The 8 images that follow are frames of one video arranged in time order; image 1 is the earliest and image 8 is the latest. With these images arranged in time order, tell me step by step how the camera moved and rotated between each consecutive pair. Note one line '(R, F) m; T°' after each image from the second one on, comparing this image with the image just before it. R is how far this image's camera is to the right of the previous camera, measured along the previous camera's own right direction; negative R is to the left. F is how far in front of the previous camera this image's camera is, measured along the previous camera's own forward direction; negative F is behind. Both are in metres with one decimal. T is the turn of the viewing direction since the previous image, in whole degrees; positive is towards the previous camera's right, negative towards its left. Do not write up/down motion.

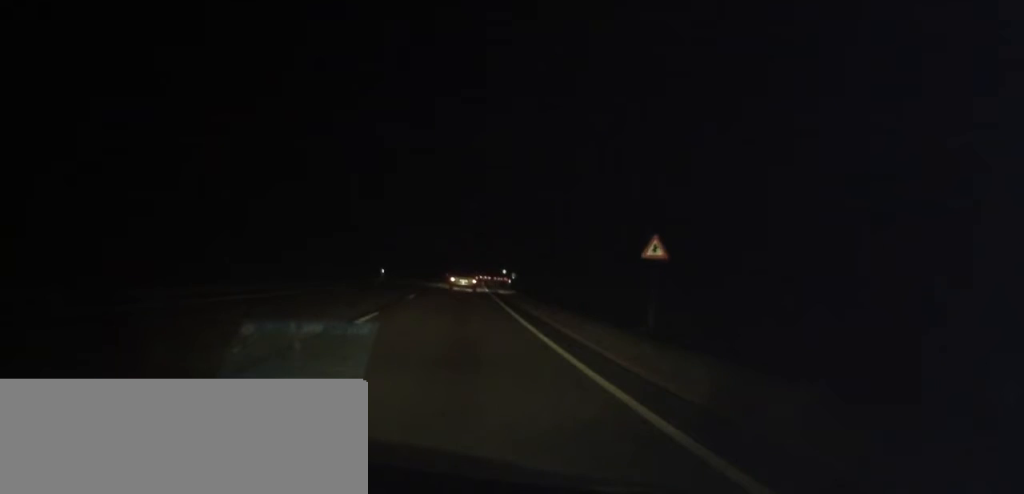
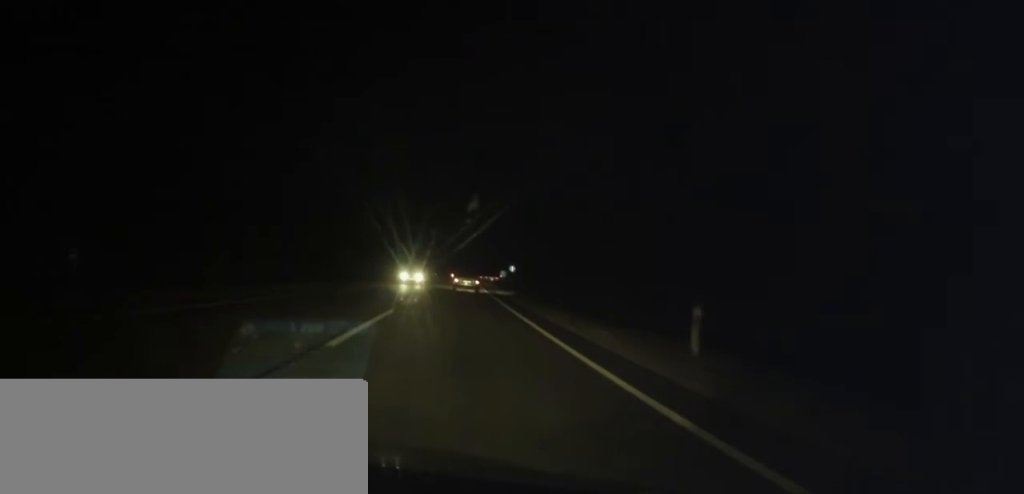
(+0.4, +50.7) m; +1°
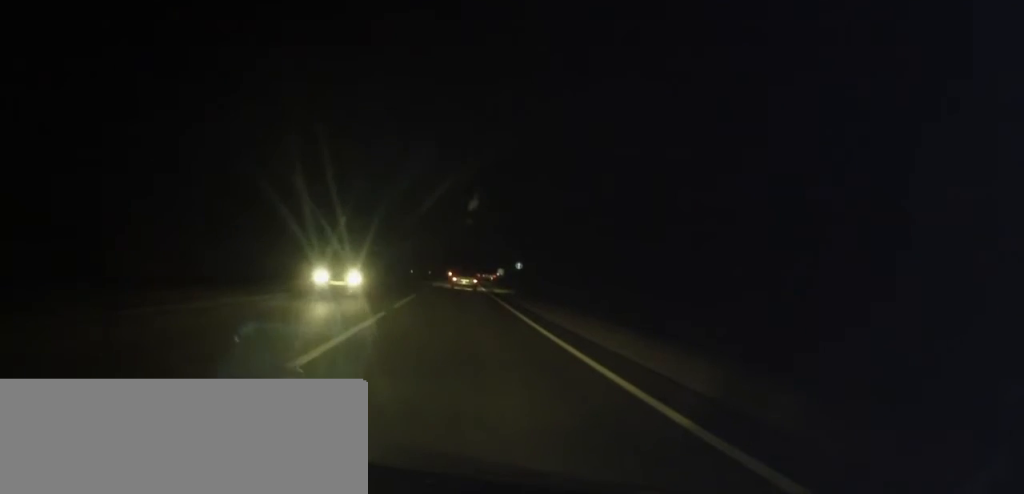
(+0.1, +13.4) m; +1°
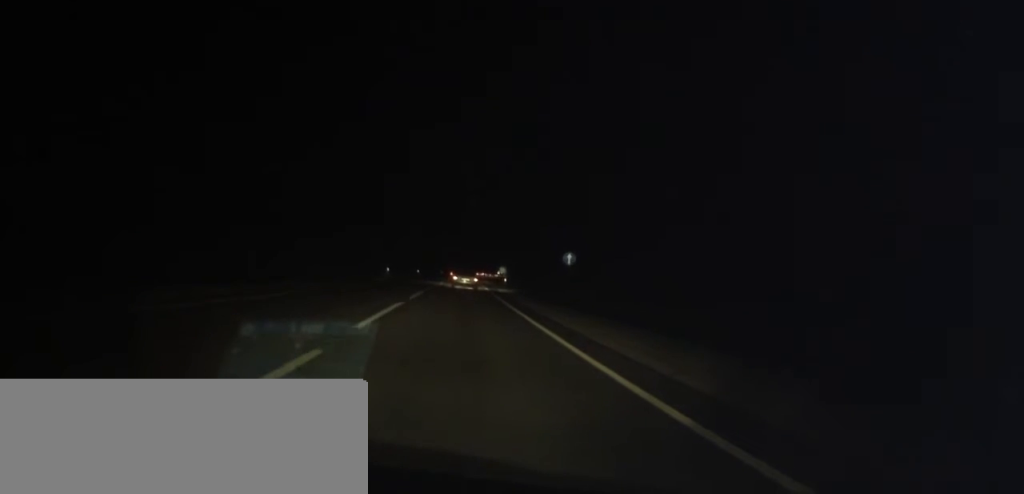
(+0.2, +31.2) m; +1°
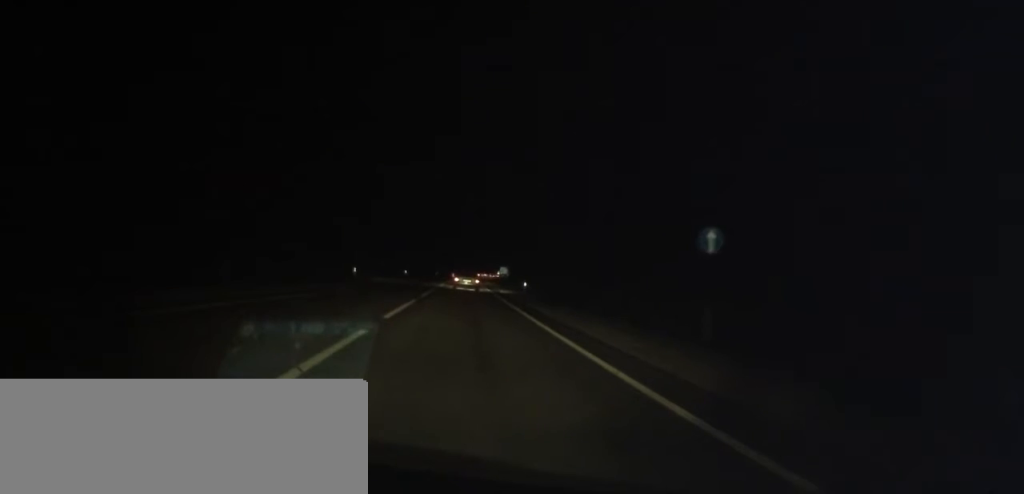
(+0.3, +21.3) m; 0°
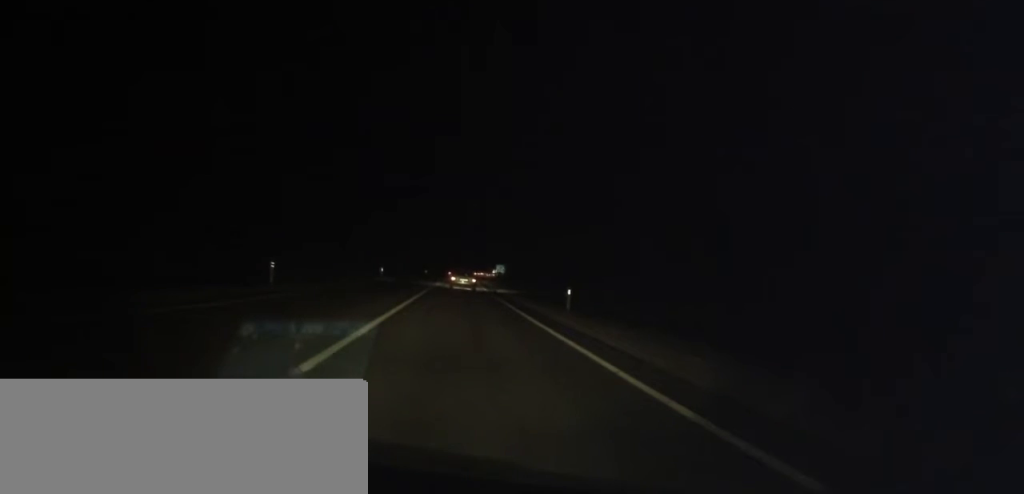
(-0.3, +20.5) m; 0°
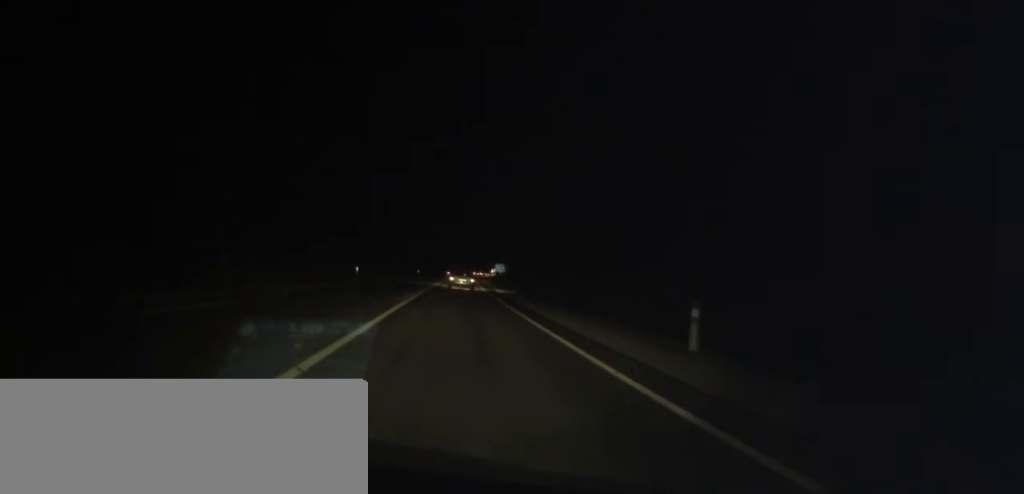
(+0.2, +14.7) m; +1°
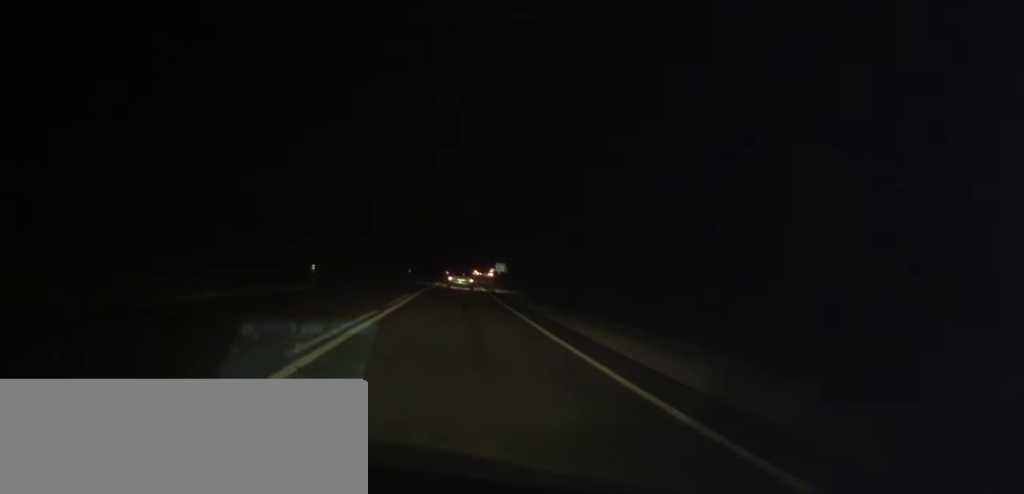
(+0.2, +15.2) m; +1°
